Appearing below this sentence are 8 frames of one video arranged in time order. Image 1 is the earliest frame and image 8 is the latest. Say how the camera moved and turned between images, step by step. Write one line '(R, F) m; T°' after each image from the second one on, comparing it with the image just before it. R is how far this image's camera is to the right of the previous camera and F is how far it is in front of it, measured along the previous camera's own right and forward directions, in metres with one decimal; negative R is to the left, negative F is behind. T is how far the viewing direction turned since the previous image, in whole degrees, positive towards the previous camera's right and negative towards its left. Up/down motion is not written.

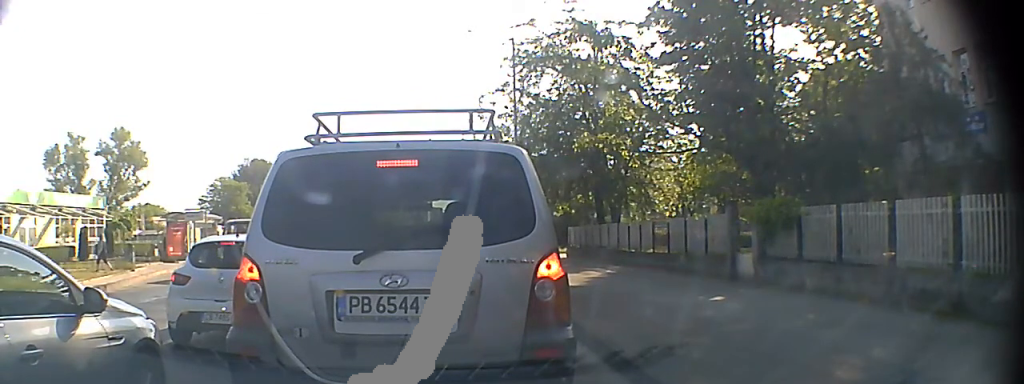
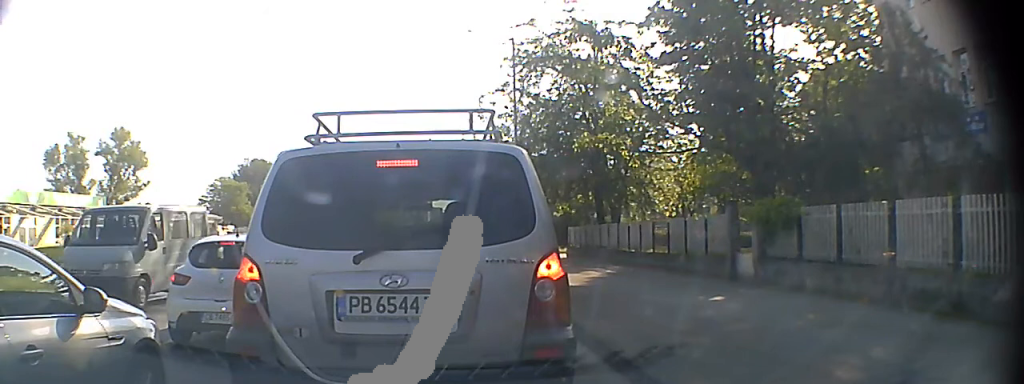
(0.0, 0.0) m; 0°
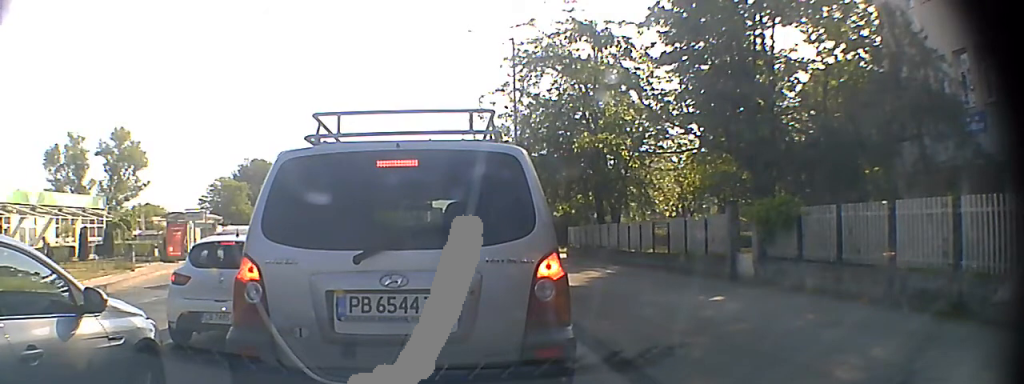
(0.0, 0.0) m; 0°
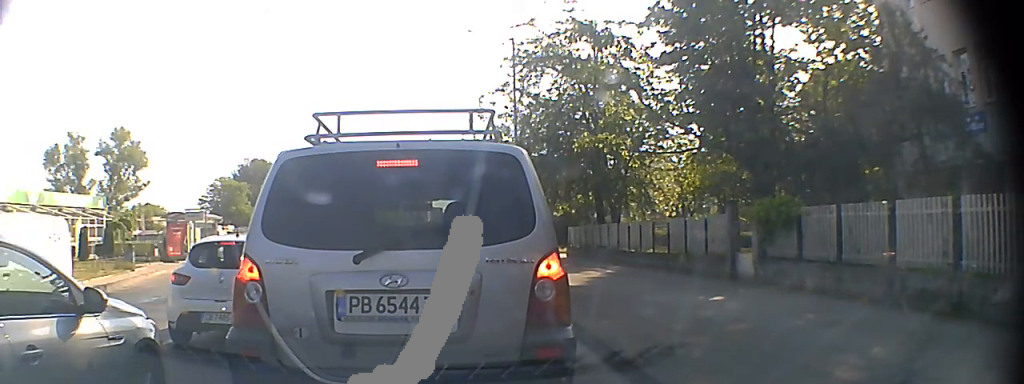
(0.0, 0.0) m; 0°
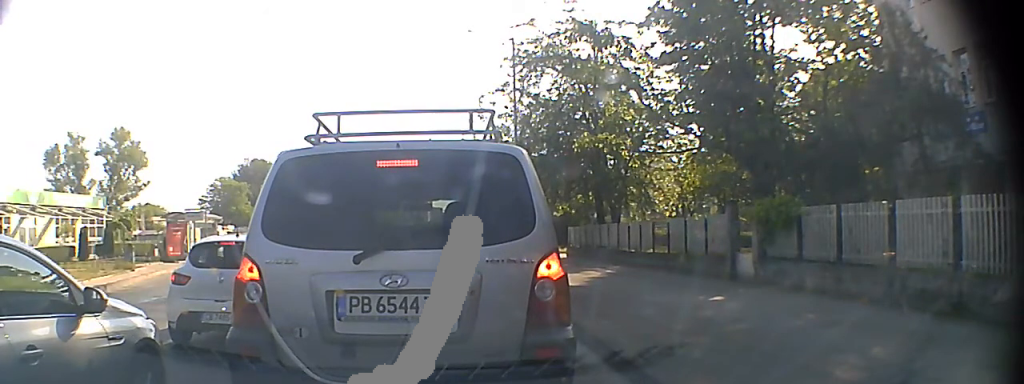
(0.0, 0.0) m; 0°
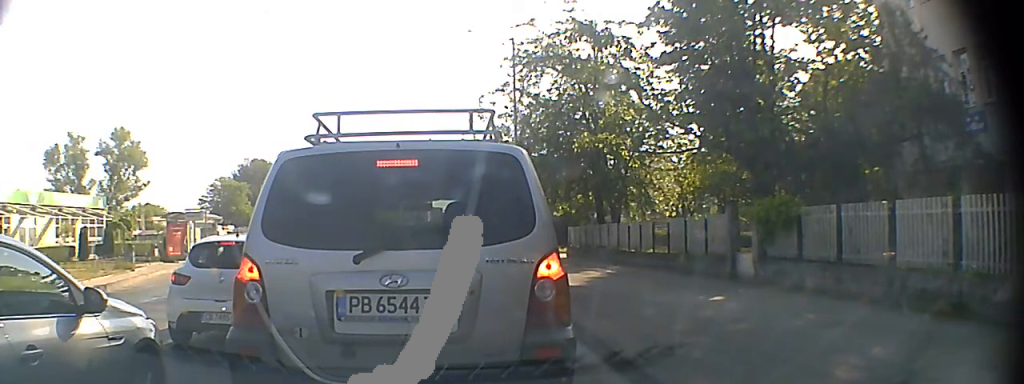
(0.0, 0.0) m; 0°
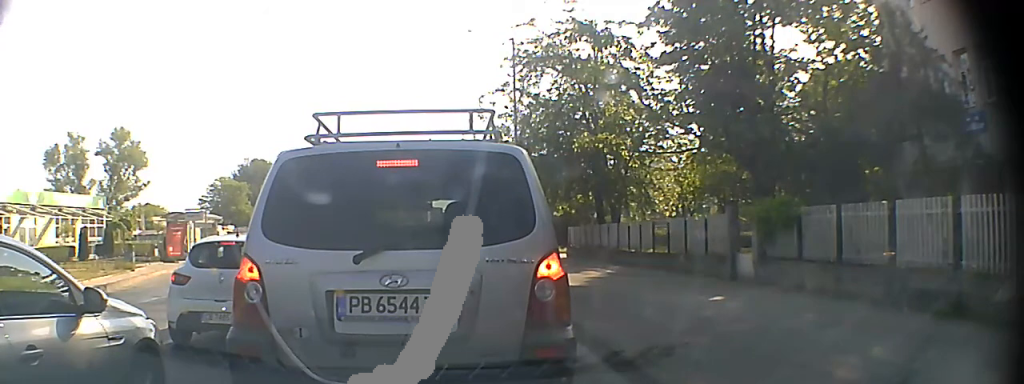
(0.0, 0.0) m; 0°
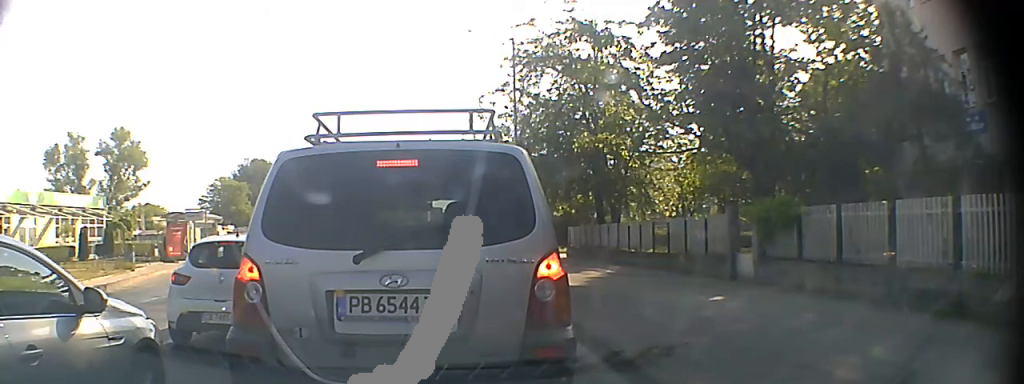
(0.0, 0.0) m; 0°
